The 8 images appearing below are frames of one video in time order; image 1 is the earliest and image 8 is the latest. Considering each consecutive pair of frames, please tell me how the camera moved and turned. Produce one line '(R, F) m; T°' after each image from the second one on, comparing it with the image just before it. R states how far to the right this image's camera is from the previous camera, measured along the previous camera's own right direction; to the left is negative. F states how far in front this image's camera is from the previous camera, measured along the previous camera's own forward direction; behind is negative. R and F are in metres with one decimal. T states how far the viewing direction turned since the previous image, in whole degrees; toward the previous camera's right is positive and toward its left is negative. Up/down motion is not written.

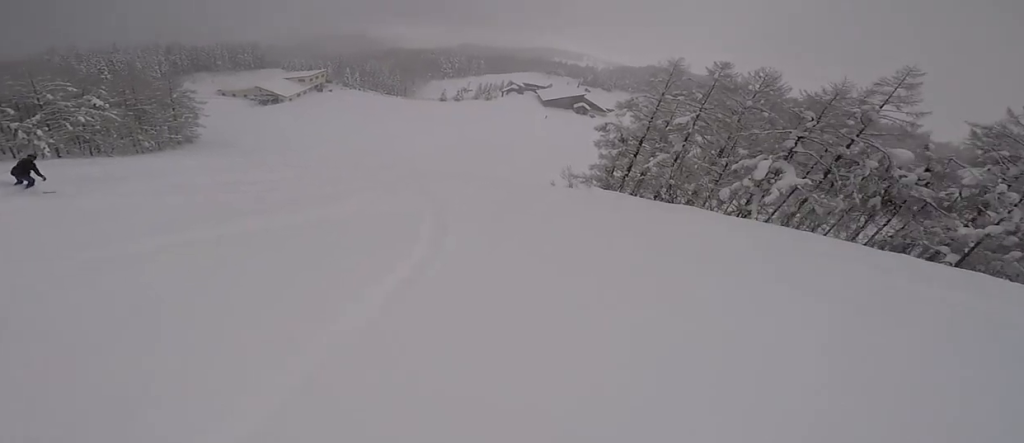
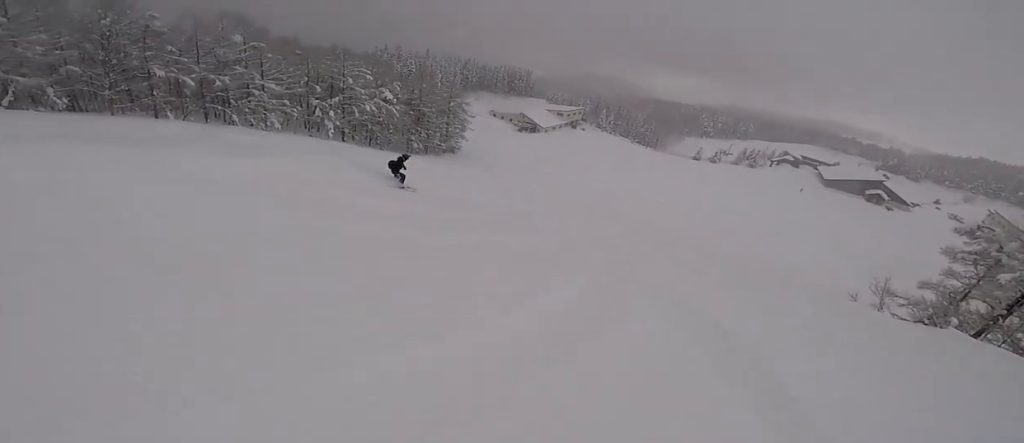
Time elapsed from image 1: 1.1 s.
(-2.2, +6.8) m; -28°
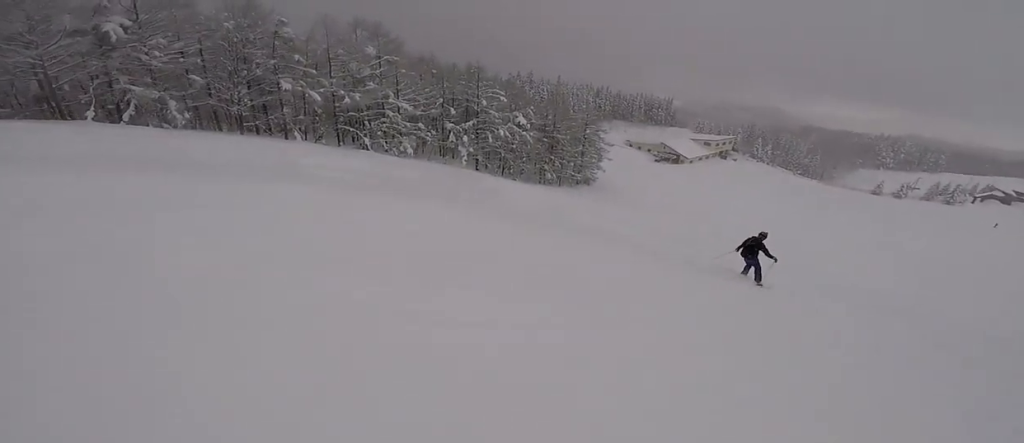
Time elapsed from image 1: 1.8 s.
(-0.9, +5.8) m; -9°
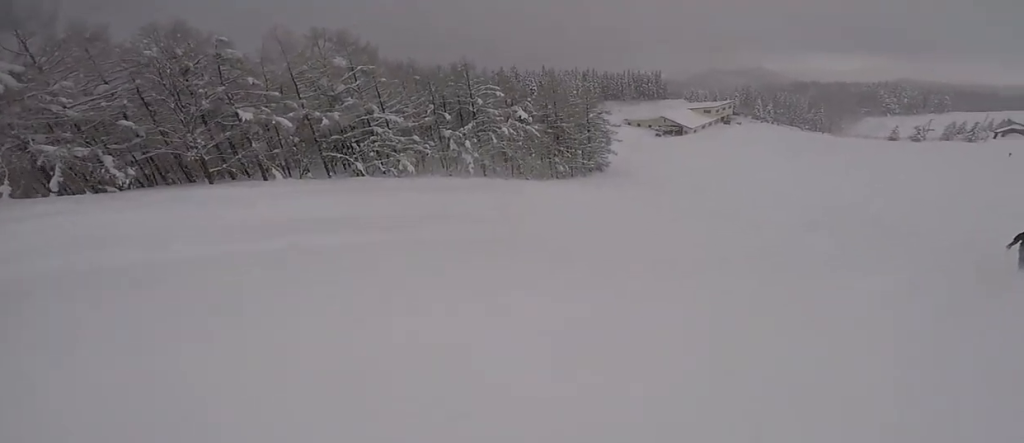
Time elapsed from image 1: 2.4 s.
(-0.3, +4.6) m; +9°
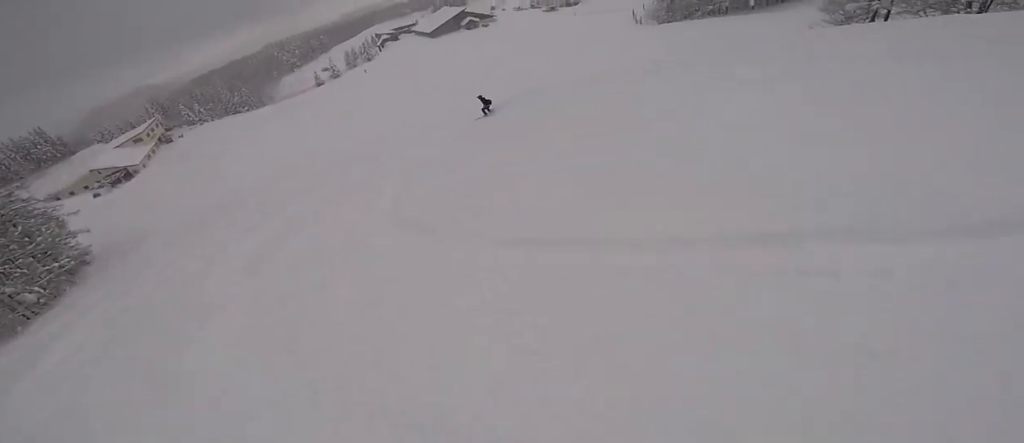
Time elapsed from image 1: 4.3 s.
(+5.3, +13.5) m; +44°
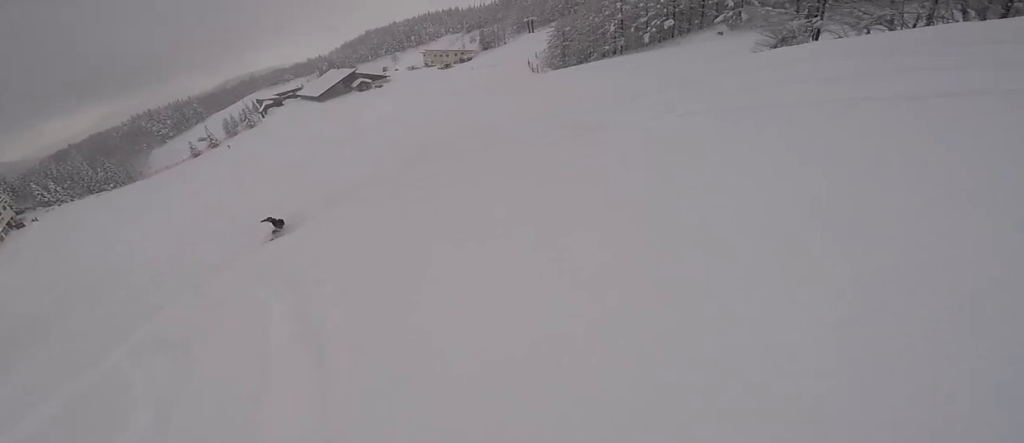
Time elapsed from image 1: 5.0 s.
(+0.9, +6.6) m; +14°
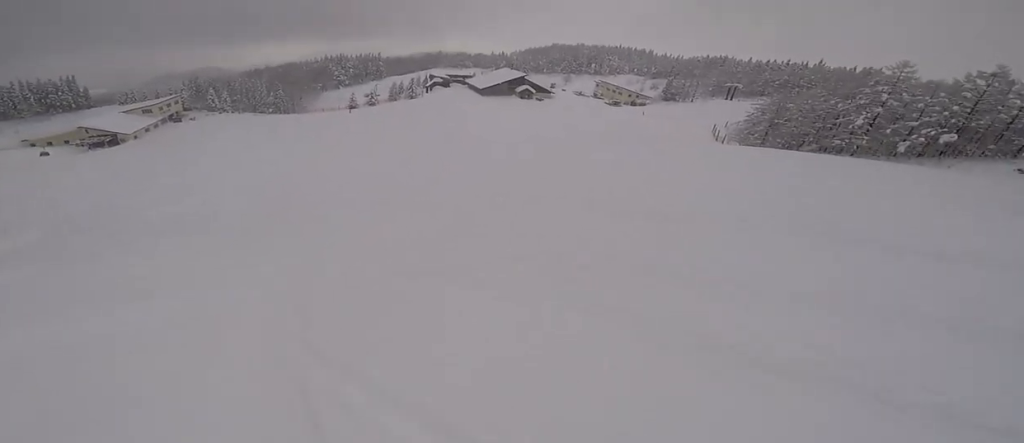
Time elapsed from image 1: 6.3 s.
(+1.3, +12.2) m; -5°
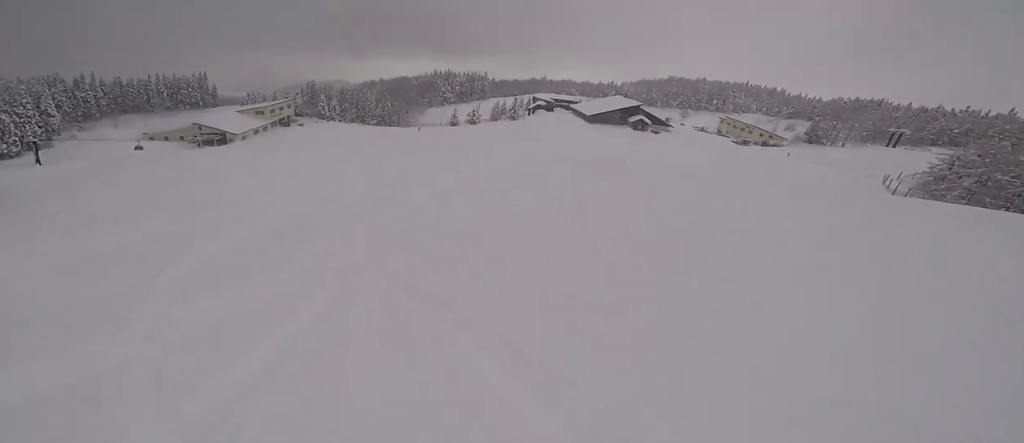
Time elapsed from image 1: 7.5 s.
(-2.7, +13.7) m; -20°
